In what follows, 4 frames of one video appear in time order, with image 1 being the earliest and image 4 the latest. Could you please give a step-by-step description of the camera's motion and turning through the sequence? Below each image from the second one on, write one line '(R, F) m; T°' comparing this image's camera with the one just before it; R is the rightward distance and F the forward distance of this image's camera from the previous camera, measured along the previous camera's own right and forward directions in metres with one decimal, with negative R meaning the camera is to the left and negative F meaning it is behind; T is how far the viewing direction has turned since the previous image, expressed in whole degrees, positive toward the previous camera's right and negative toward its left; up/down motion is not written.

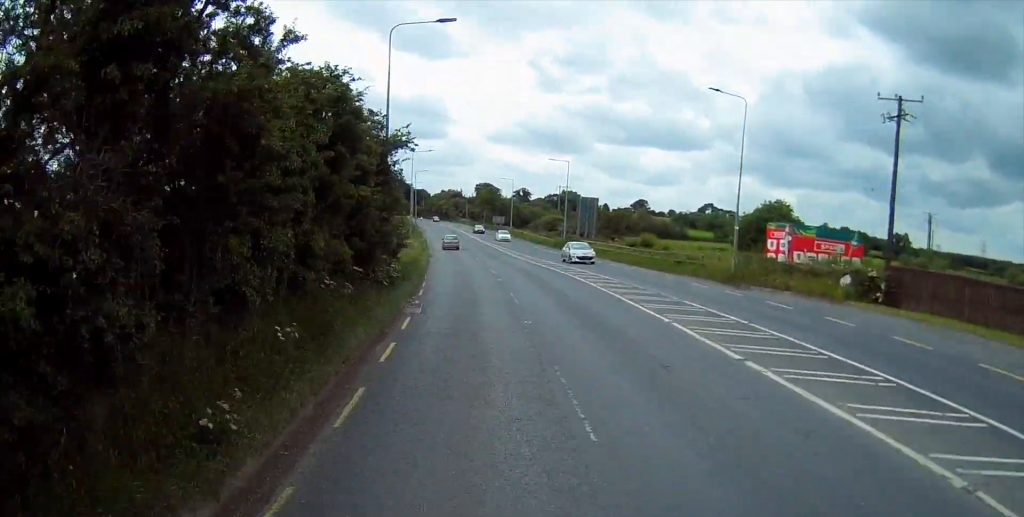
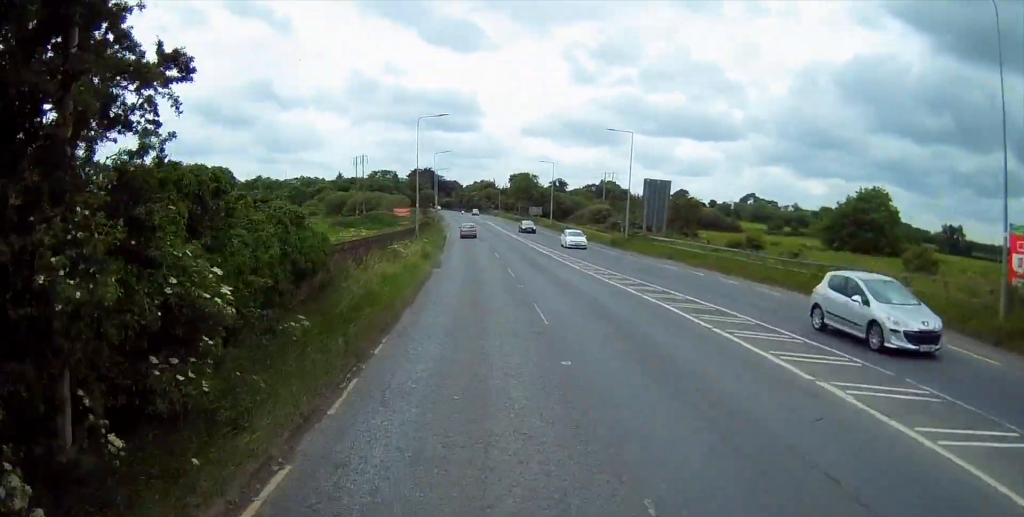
(0.0, +18.9) m; -2°
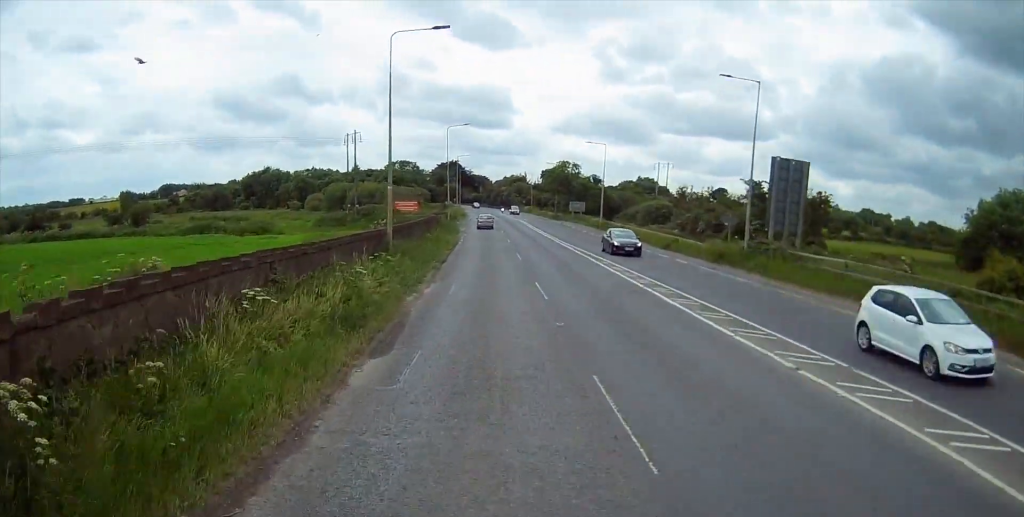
(-0.8, +22.4) m; -4°
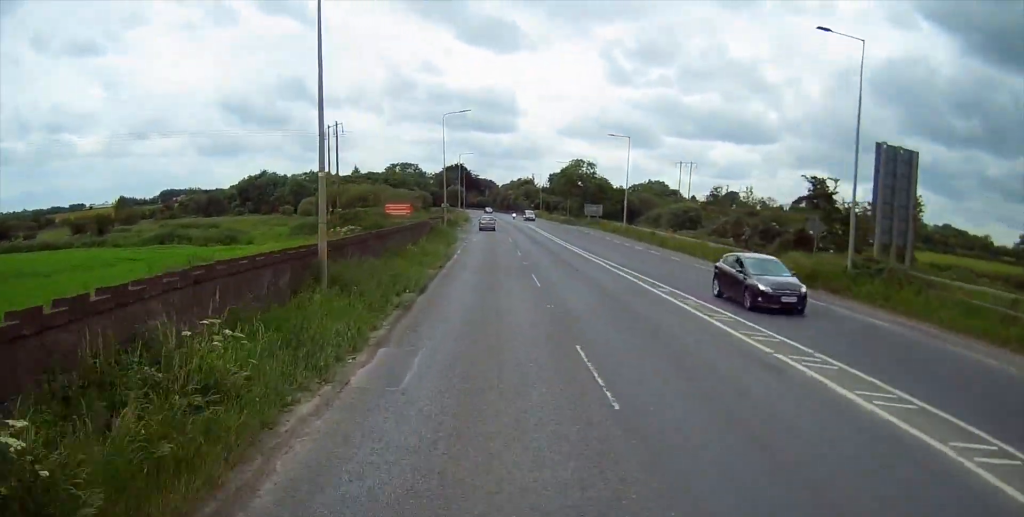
(-0.2, +10.8) m; 0°
